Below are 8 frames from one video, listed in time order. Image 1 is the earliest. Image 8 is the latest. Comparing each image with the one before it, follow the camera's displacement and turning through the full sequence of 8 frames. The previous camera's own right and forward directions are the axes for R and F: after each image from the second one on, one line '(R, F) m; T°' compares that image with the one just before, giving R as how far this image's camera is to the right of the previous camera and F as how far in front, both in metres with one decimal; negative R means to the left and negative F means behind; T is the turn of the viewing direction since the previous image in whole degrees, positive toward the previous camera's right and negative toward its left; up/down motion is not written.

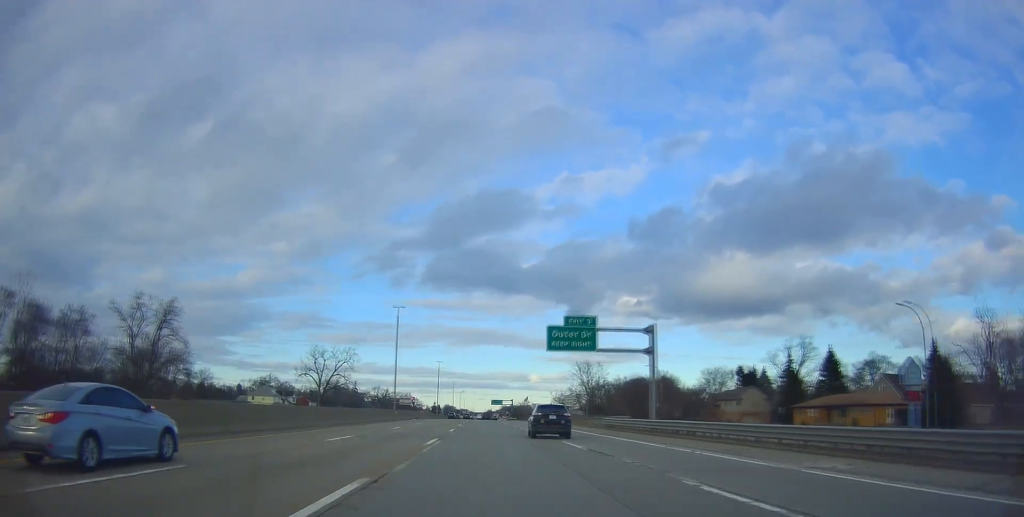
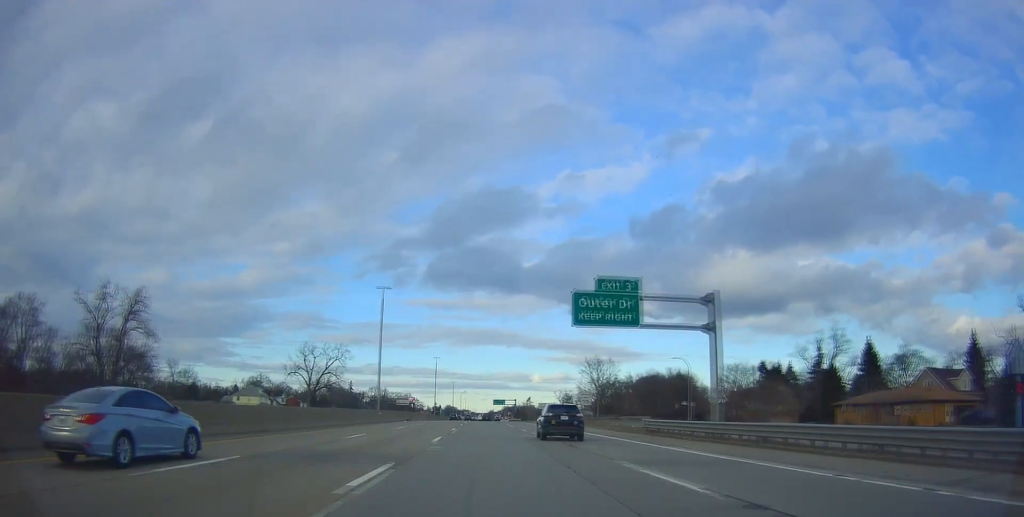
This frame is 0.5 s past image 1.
(-0.2, +11.9) m; 0°
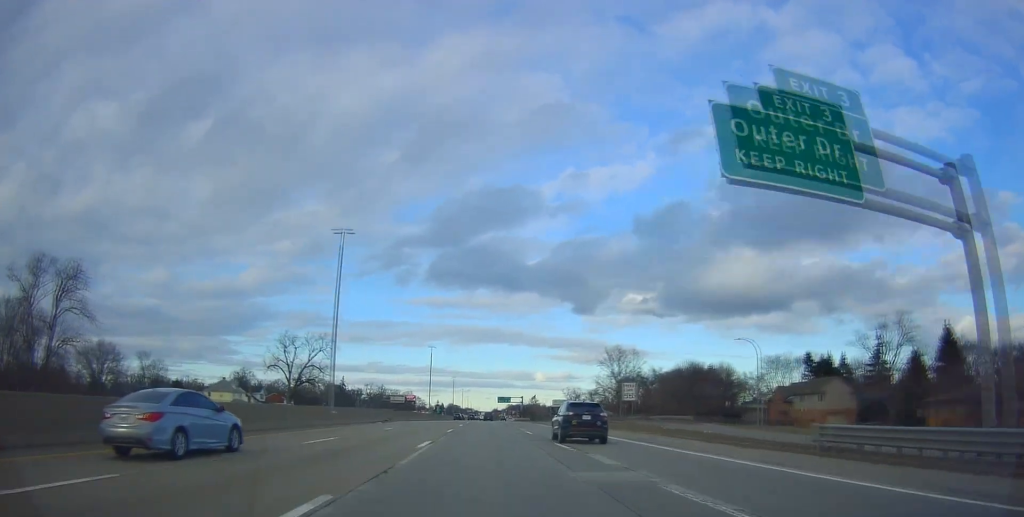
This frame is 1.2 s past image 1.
(-0.1, +19.6) m; 0°
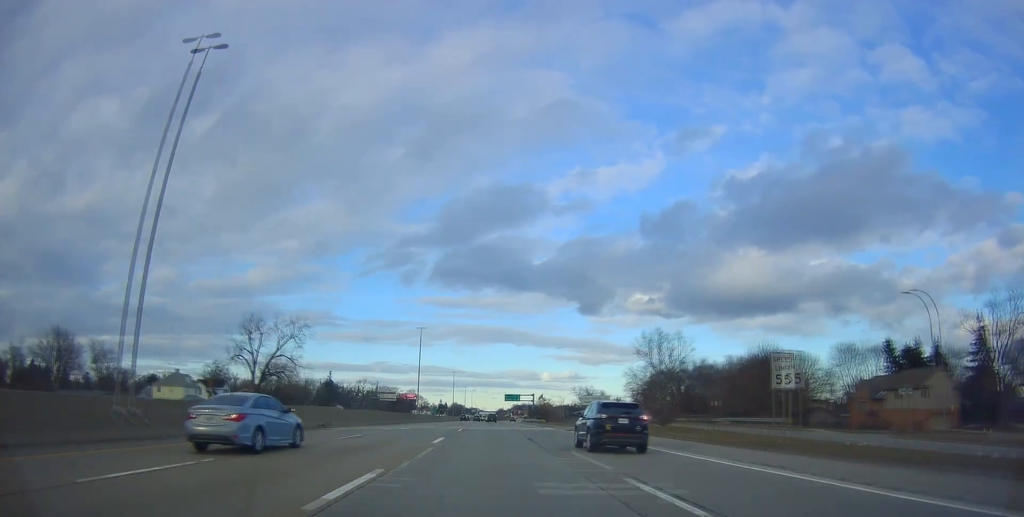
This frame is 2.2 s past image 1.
(+0.2, +25.8) m; 0°
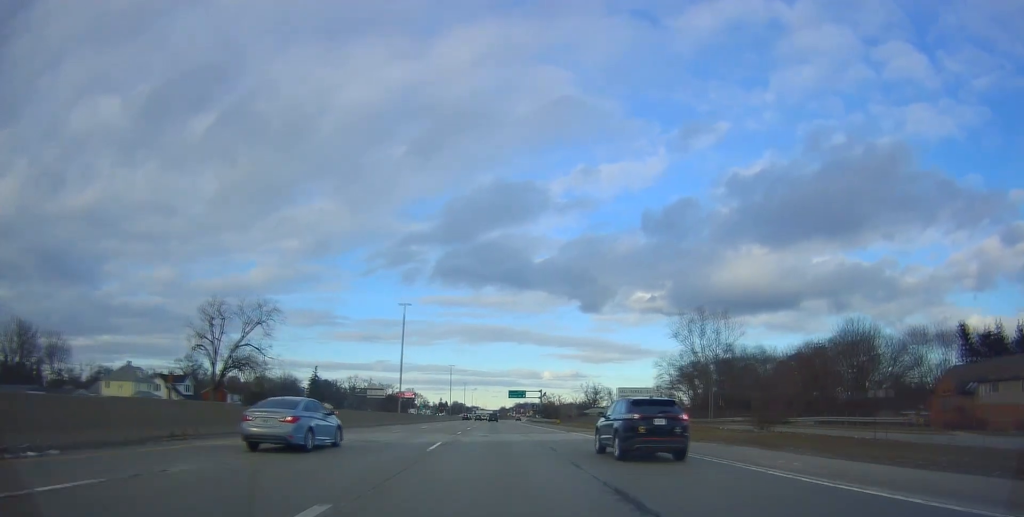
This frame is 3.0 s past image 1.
(-0.2, +19.0) m; +1°
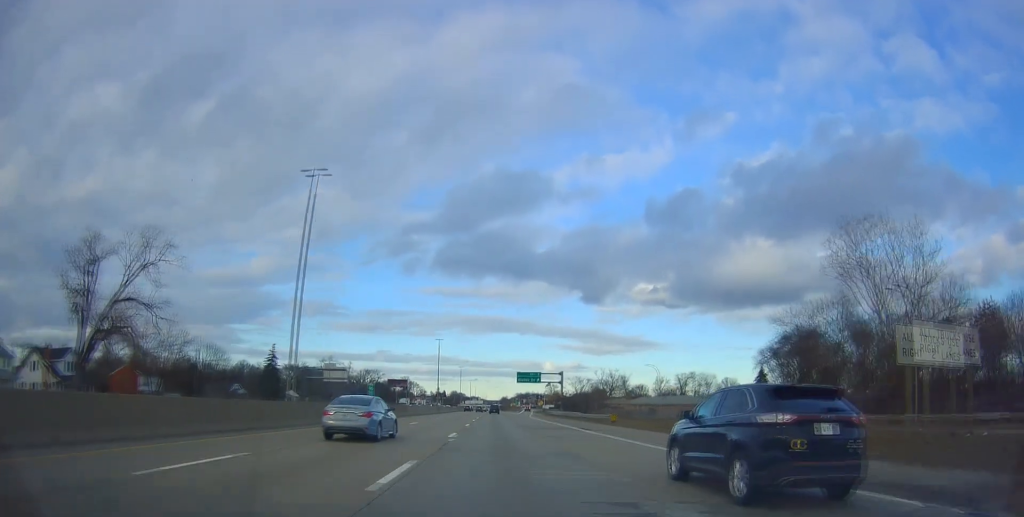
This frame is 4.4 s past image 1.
(+0.3, +38.5) m; 0°
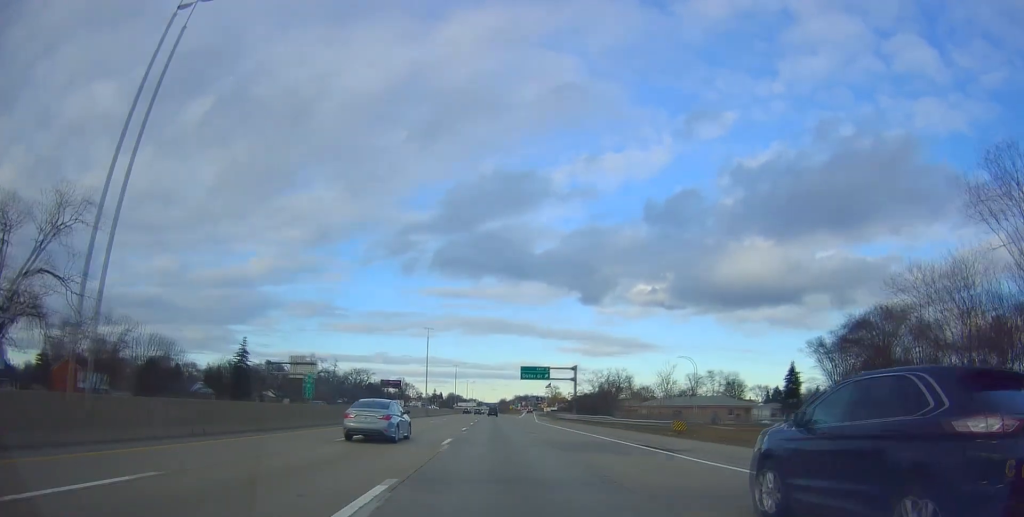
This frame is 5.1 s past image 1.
(-0.2, +17.6) m; 0°
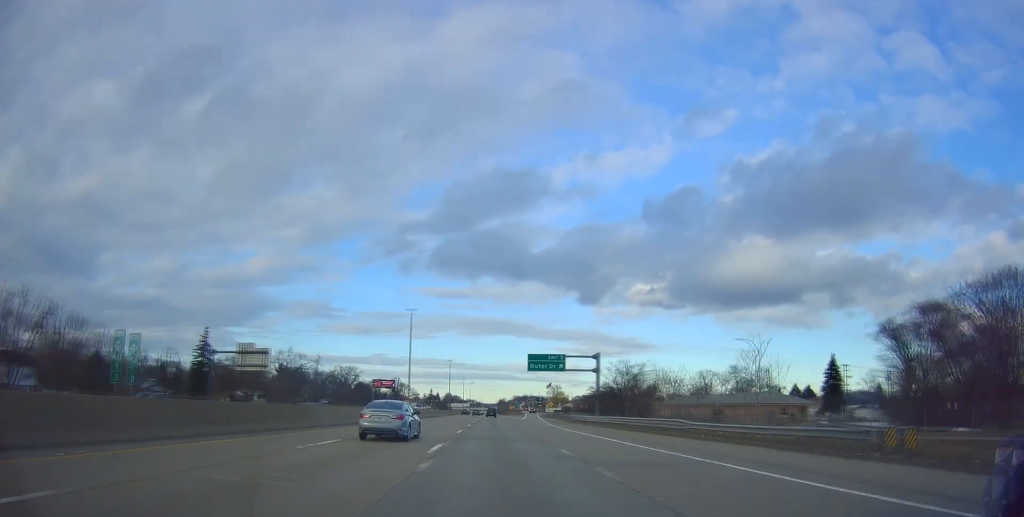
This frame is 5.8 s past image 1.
(+0.2, +18.5) m; 0°
